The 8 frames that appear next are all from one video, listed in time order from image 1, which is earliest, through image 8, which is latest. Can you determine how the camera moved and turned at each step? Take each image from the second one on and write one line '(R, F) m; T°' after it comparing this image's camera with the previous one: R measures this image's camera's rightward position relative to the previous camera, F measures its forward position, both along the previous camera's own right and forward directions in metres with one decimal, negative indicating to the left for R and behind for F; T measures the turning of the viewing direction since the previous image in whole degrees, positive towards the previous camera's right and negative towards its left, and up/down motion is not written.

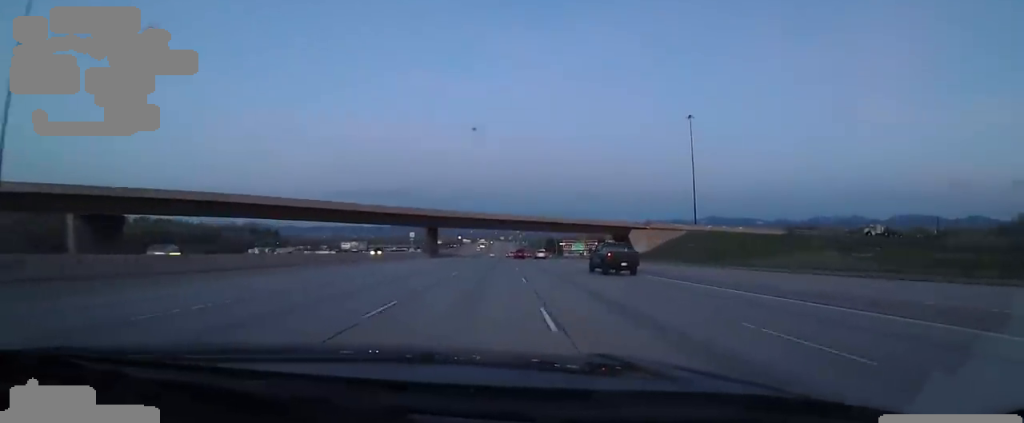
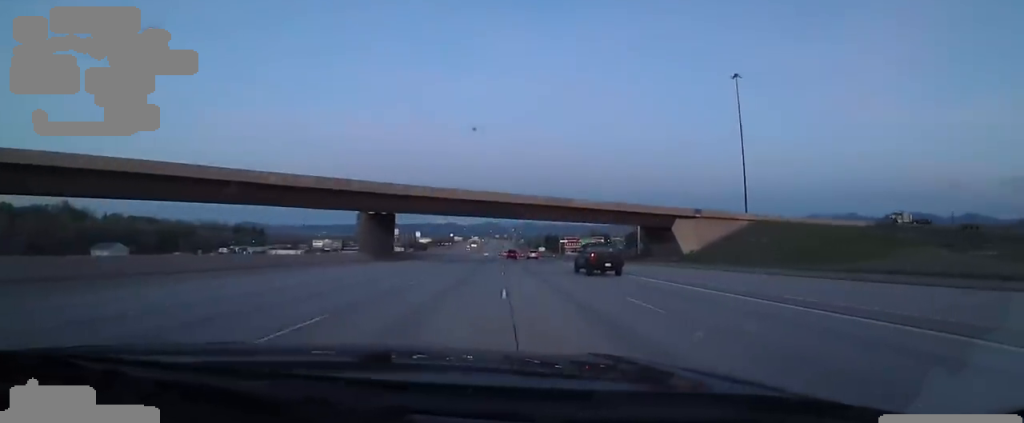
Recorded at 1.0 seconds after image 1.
(+0.2, +31.6) m; +1°
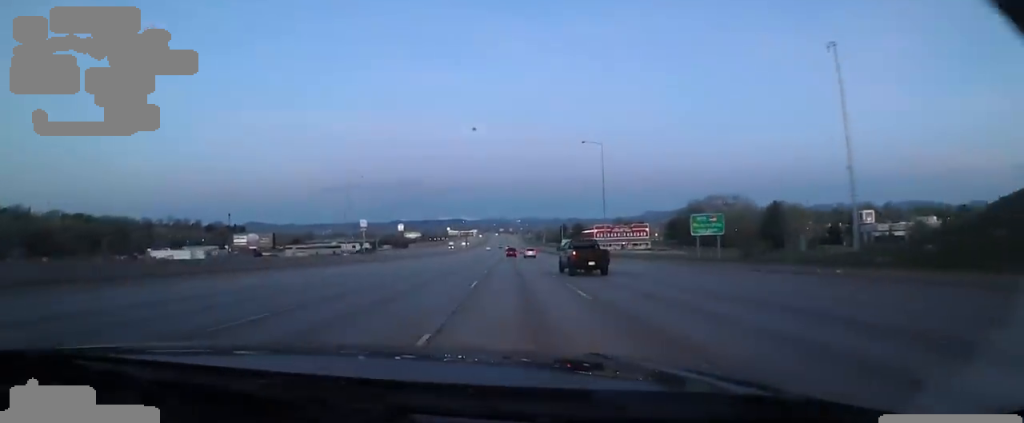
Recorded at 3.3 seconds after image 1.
(+1.6, +70.9) m; +1°
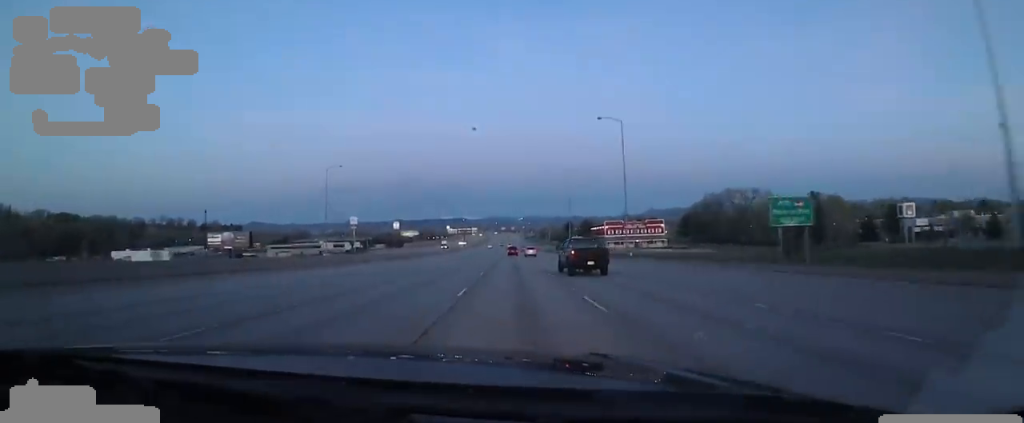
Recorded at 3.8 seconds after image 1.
(-0.2, +15.4) m; -1°
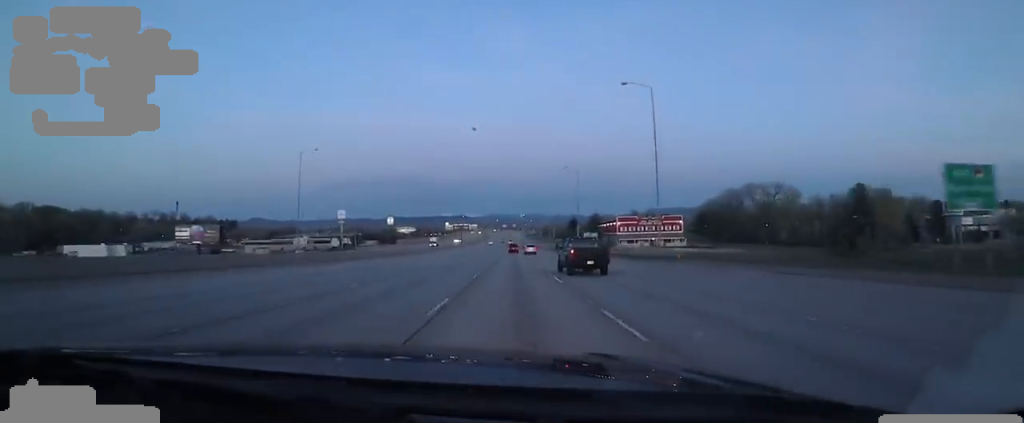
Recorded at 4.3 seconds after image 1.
(-0.2, +15.4) m; -1°
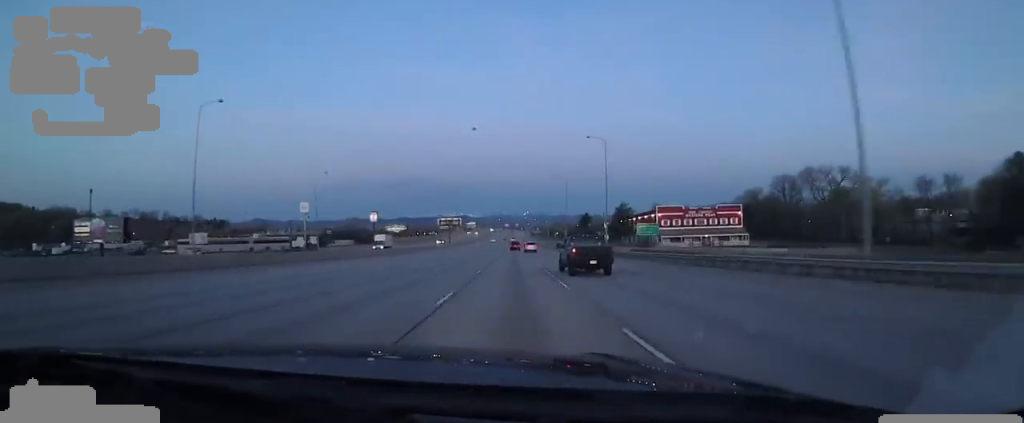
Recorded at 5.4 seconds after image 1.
(-0.5, +35.2) m; 0°
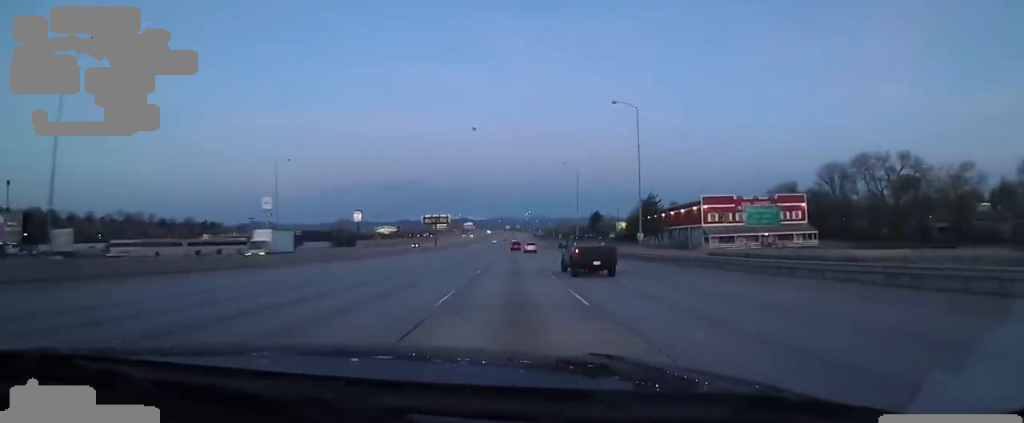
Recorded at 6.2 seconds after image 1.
(+0.3, +25.2) m; 0°
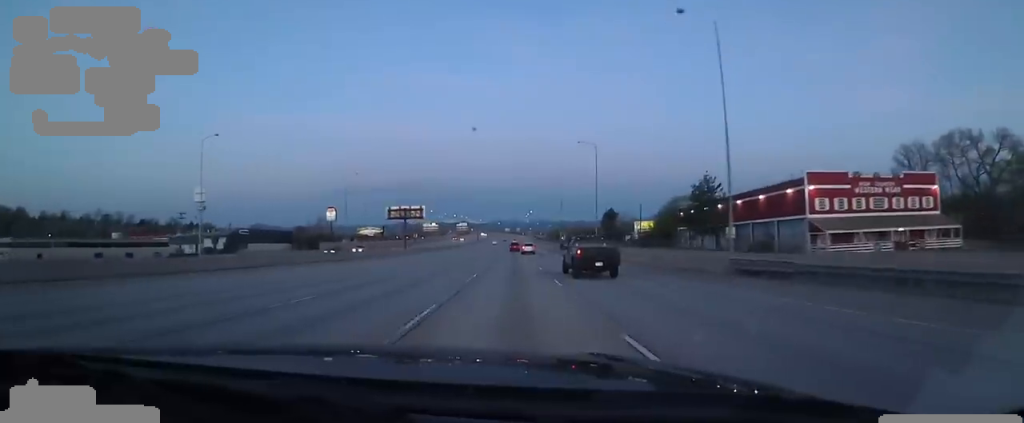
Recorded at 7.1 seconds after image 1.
(-0.2, +29.5) m; -1°
